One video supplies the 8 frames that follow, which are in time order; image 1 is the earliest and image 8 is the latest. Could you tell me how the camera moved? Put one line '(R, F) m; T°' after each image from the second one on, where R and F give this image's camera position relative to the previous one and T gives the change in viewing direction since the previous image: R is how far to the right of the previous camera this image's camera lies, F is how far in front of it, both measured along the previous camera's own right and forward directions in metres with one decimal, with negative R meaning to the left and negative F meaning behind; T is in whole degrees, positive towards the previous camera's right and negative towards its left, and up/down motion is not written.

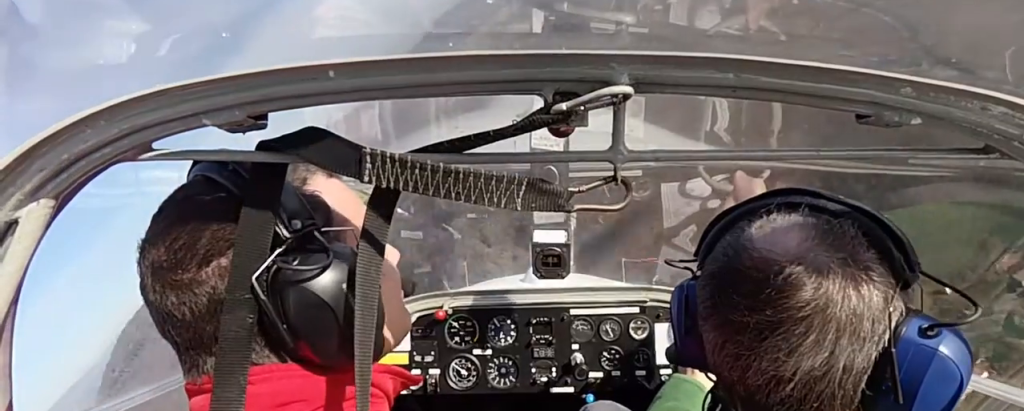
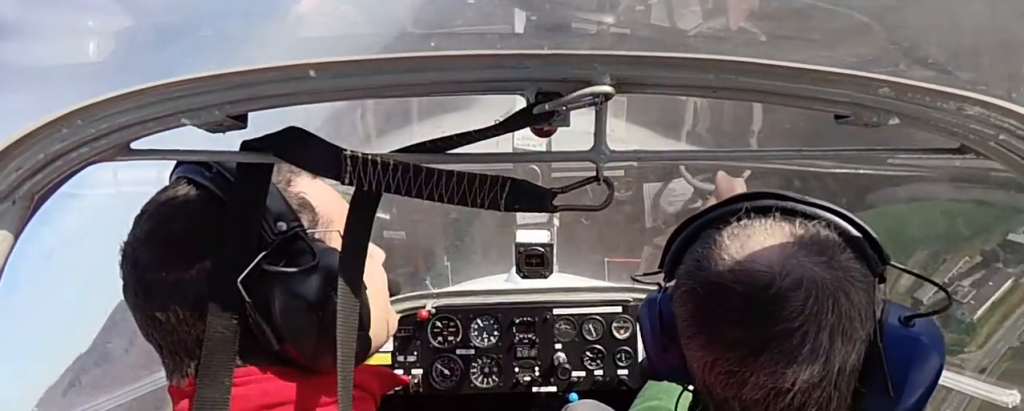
(+5.0, +32.2) m; +12°
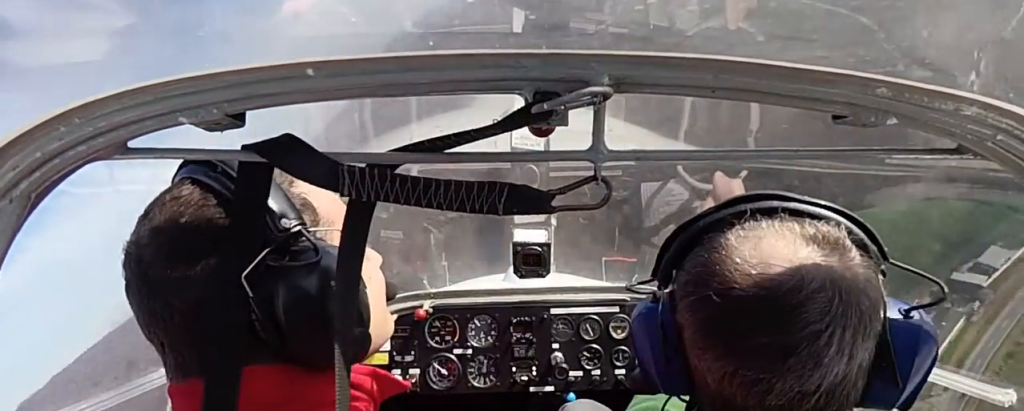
(+0.7, +18.6) m; +9°
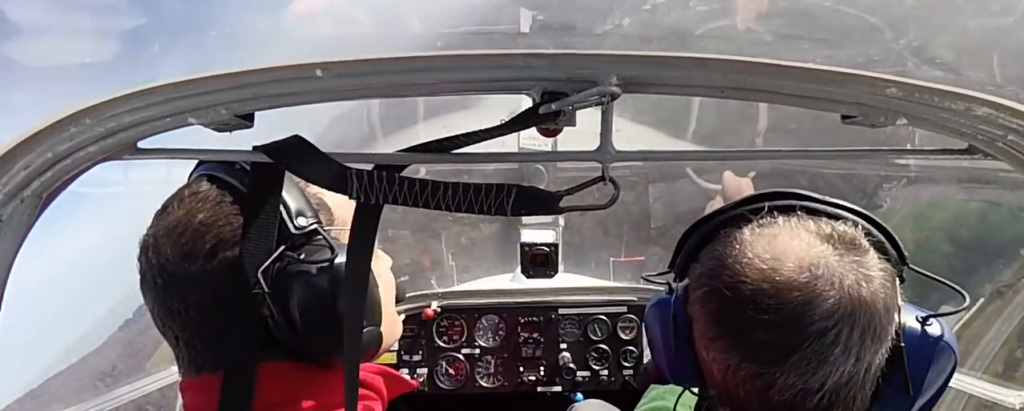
(-1.2, +16.0) m; +10°
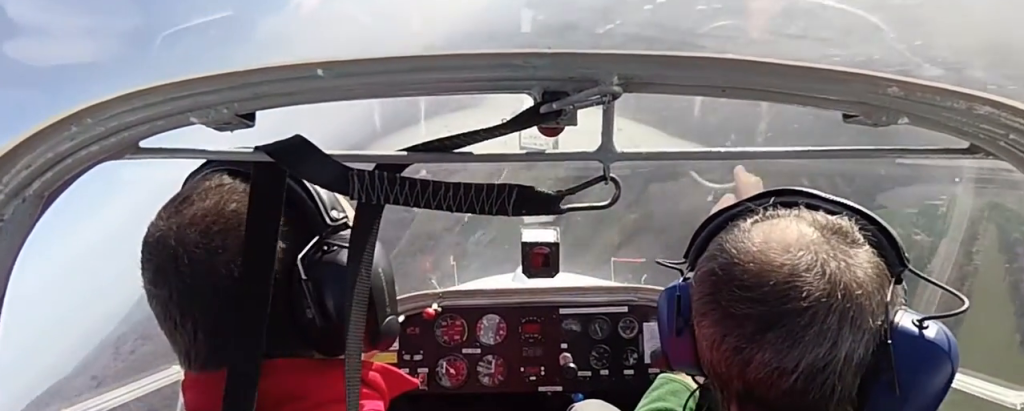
(+12.1, +40.1) m; +26°
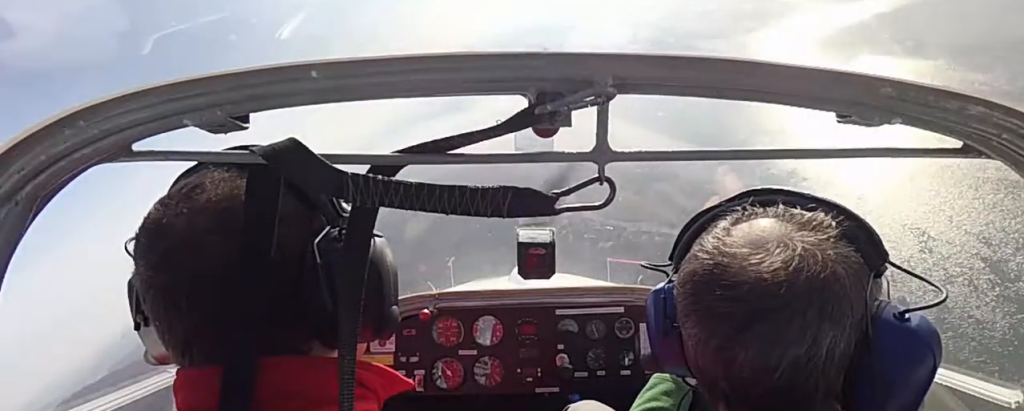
(+12.3, +66.0) m; +22°
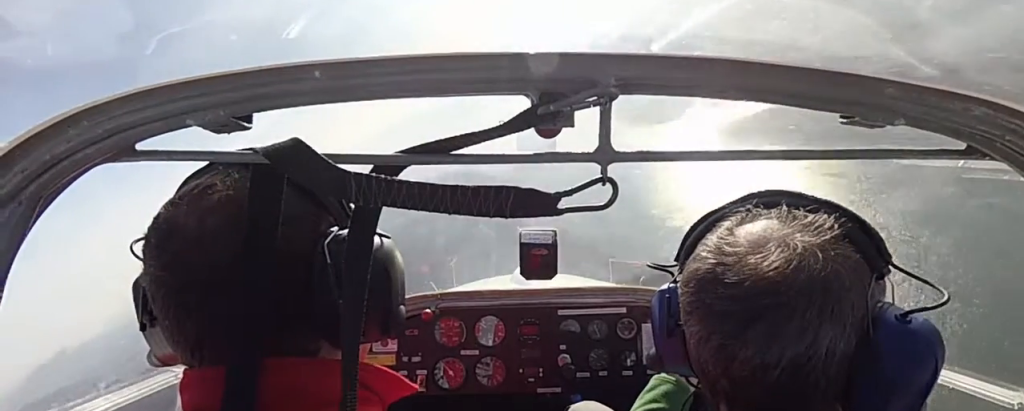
(+2.3, +26.7) m; +7°
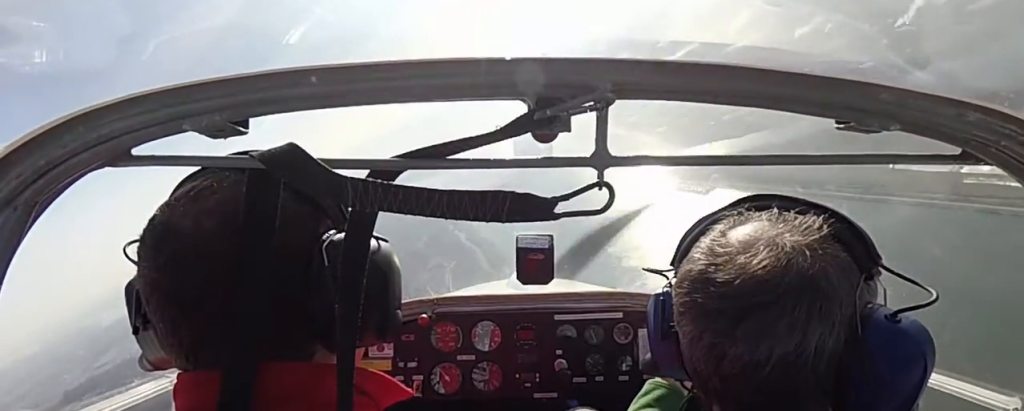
(+0.5, +14.5) m; +3°
